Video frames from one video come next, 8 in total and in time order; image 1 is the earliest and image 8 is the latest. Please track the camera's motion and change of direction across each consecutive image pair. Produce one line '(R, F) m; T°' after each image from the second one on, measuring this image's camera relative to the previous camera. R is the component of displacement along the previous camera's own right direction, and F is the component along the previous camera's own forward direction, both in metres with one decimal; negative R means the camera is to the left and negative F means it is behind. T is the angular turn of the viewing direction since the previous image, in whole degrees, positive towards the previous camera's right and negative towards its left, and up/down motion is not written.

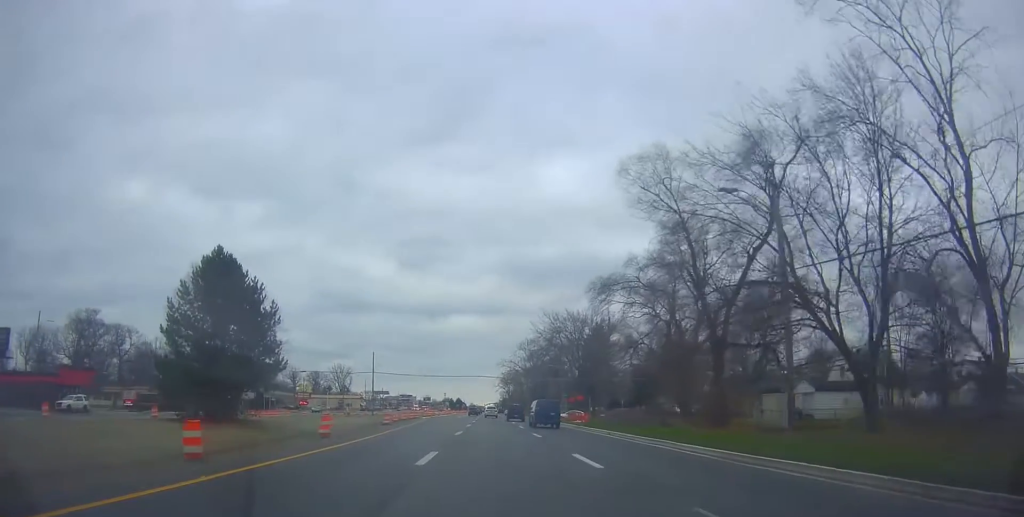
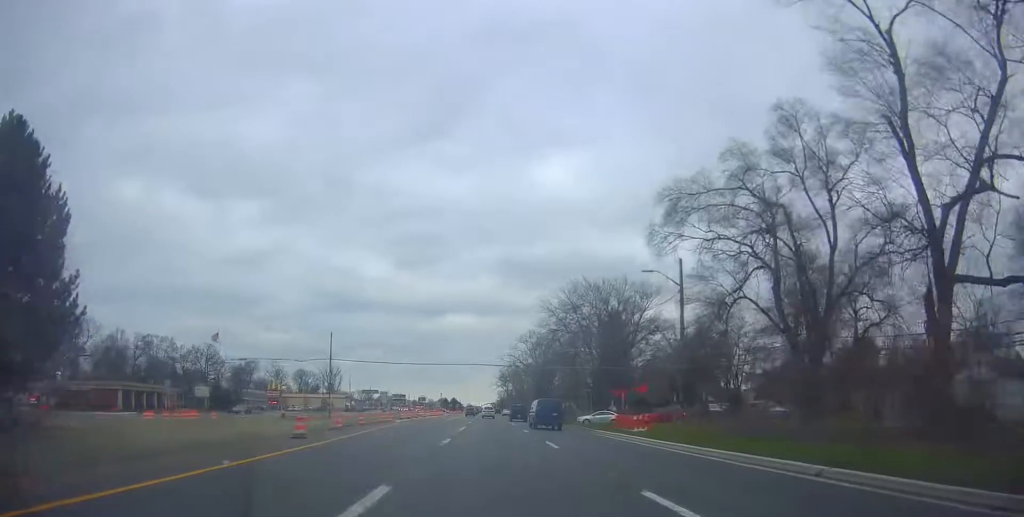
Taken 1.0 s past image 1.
(+0.3, +22.1) m; -1°
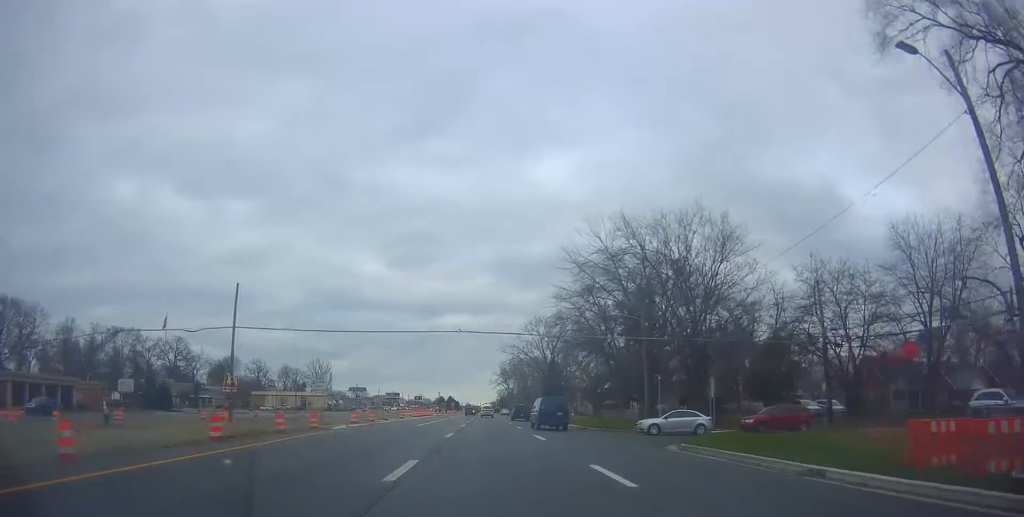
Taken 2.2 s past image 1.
(-0.7, +25.3) m; 0°
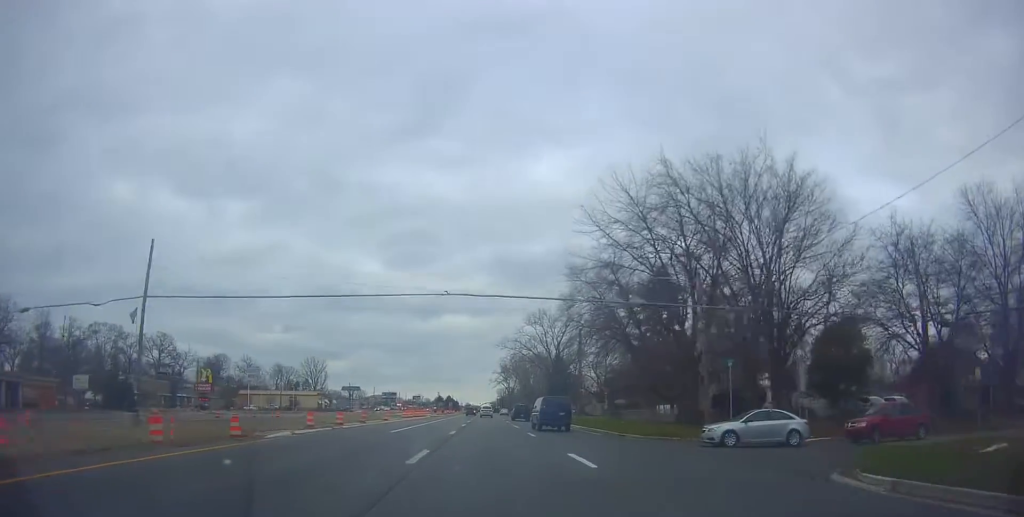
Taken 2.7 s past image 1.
(+0.4, +11.6) m; 0°
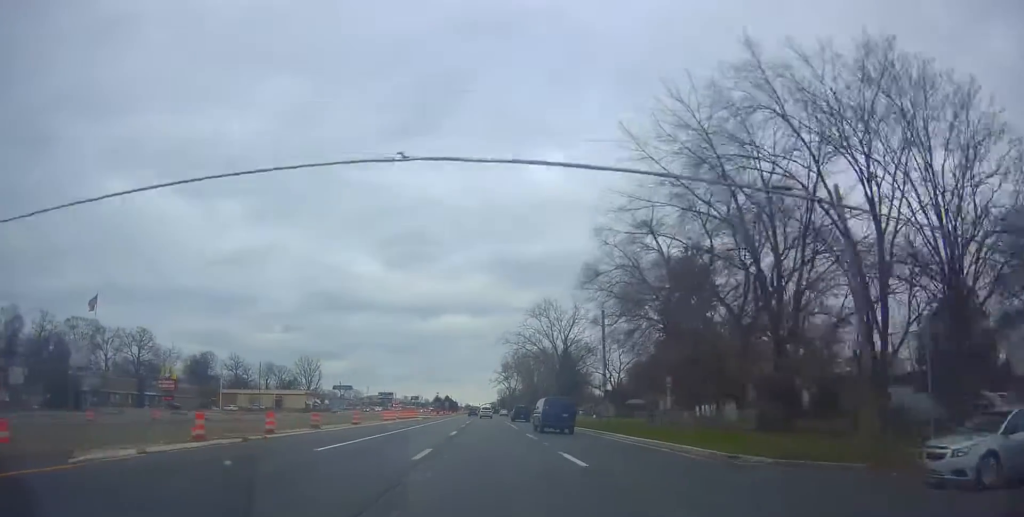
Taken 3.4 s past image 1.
(0.0, +13.8) m; 0°
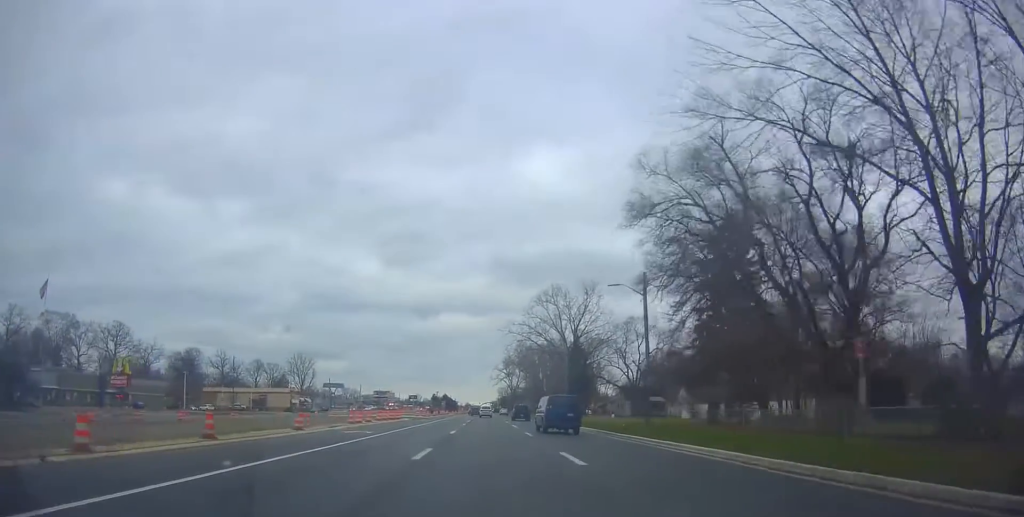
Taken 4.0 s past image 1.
(-0.5, +14.5) m; 0°
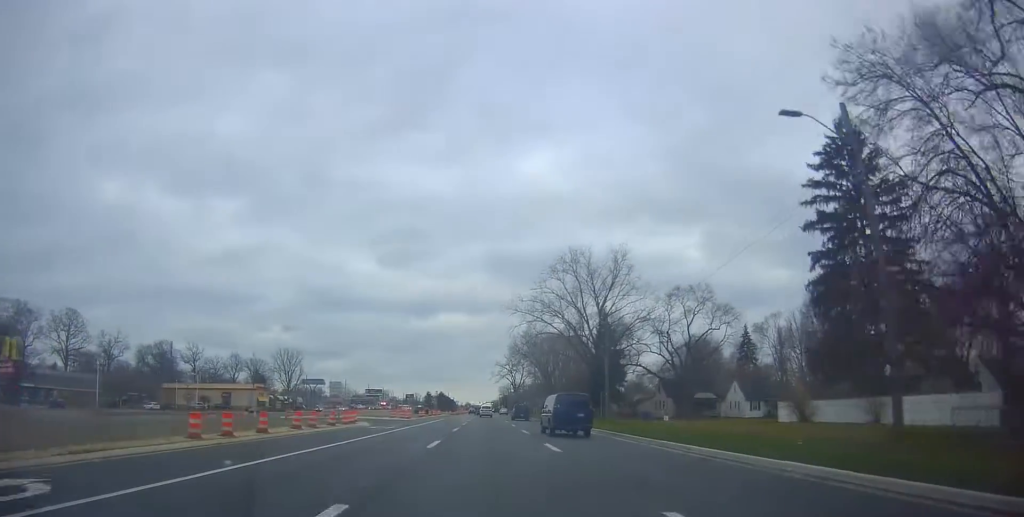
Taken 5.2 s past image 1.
(+0.7, +25.3) m; +1°
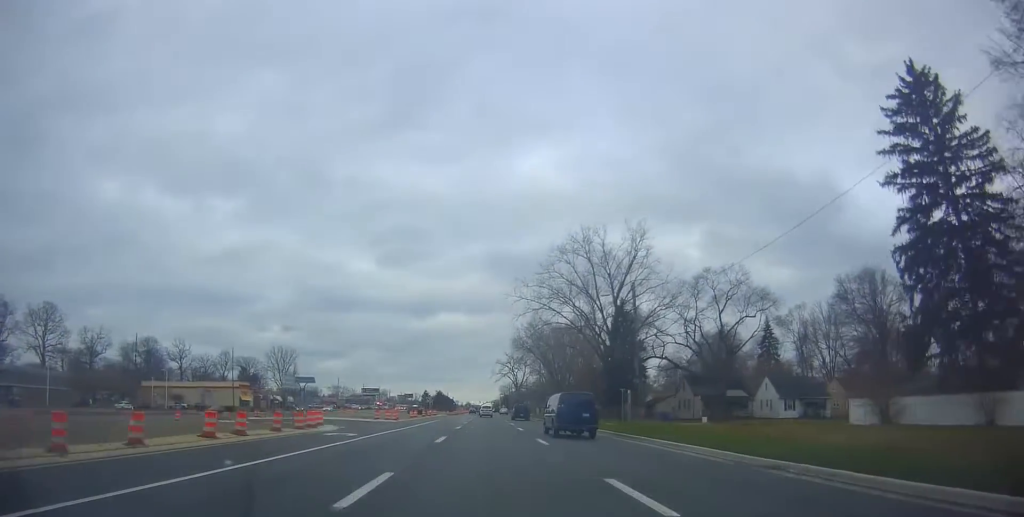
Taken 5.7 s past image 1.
(-0.2, +11.0) m; 0°
